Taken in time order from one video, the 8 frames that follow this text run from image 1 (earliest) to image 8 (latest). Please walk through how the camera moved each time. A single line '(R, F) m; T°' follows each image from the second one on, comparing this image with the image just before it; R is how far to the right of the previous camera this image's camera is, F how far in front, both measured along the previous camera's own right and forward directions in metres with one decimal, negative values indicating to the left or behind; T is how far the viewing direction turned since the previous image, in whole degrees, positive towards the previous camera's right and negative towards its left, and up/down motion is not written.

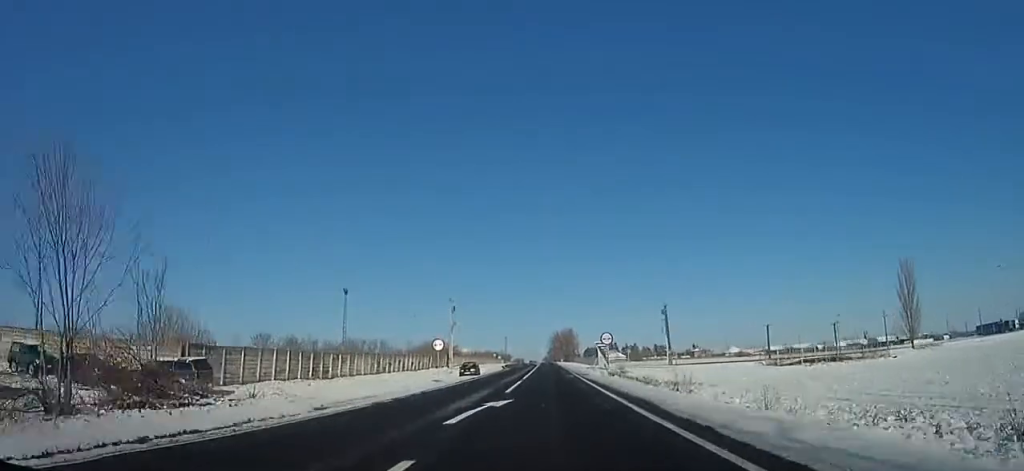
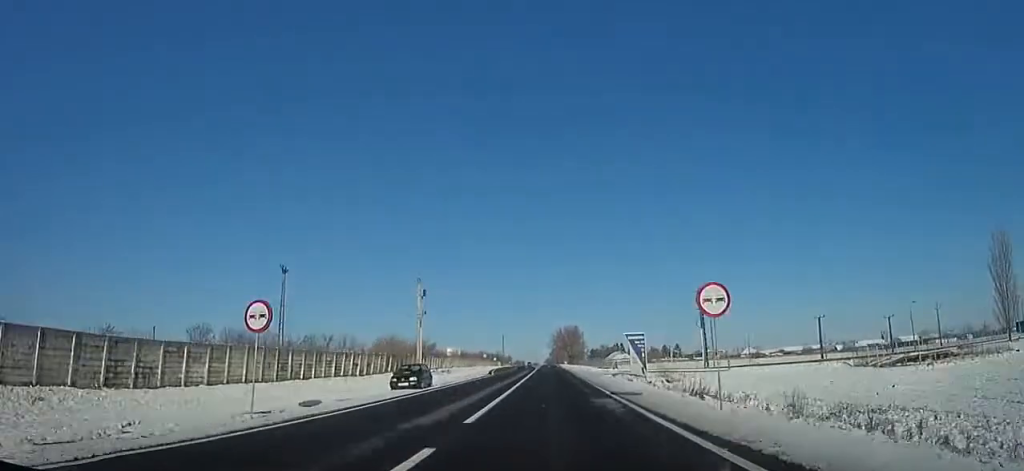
(+0.2, +21.6) m; 0°
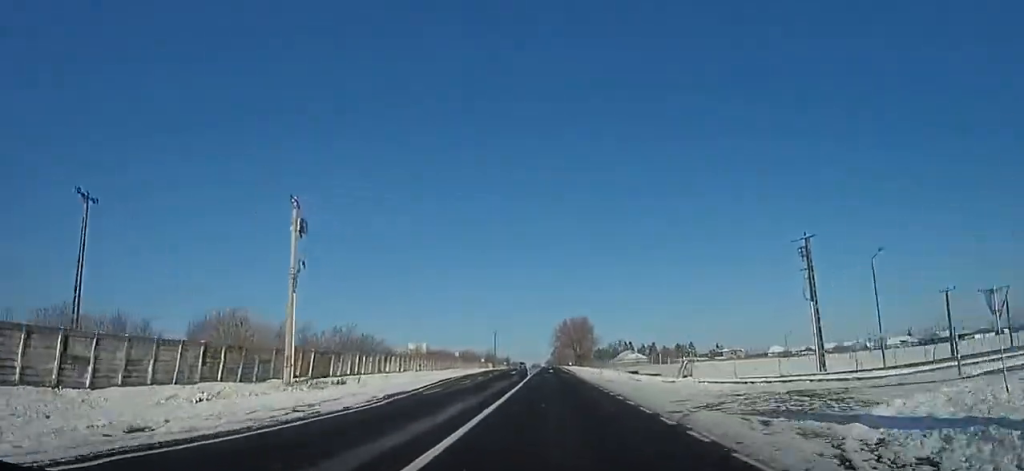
(+0.1, +33.0) m; -1°
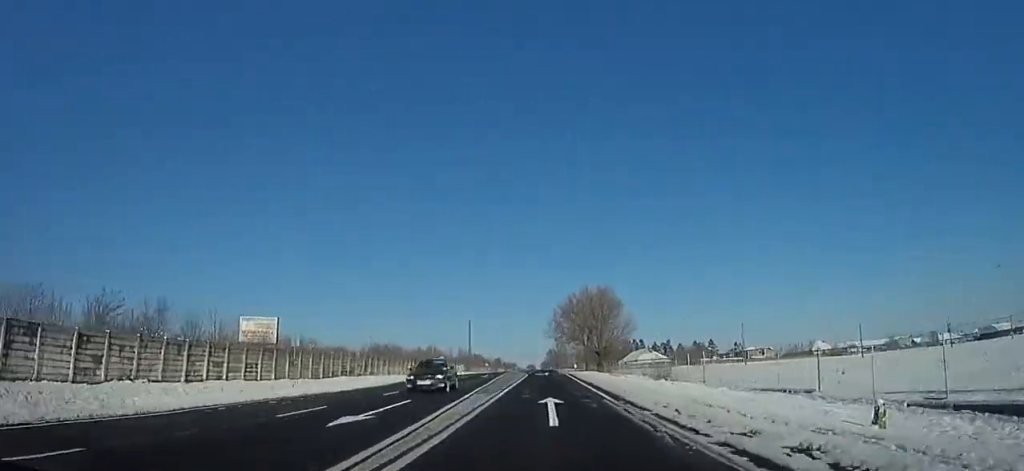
(-0.6, +46.4) m; -1°
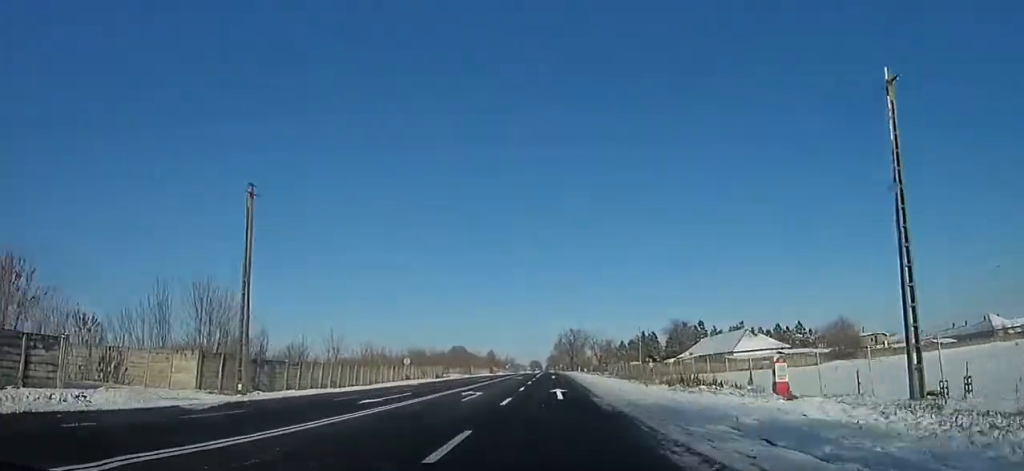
(-0.3, +91.5) m; 0°
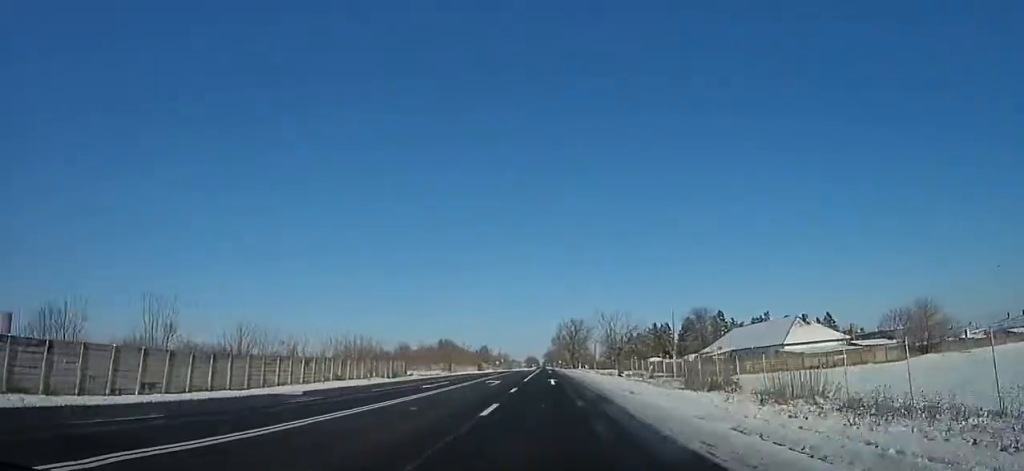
(+0.5, +21.5) m; 0°
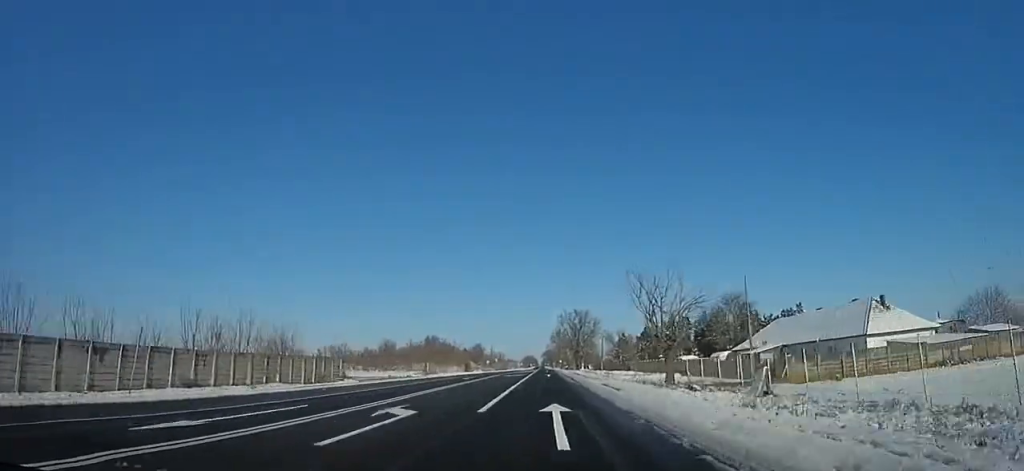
(-0.6, +20.4) m; 0°
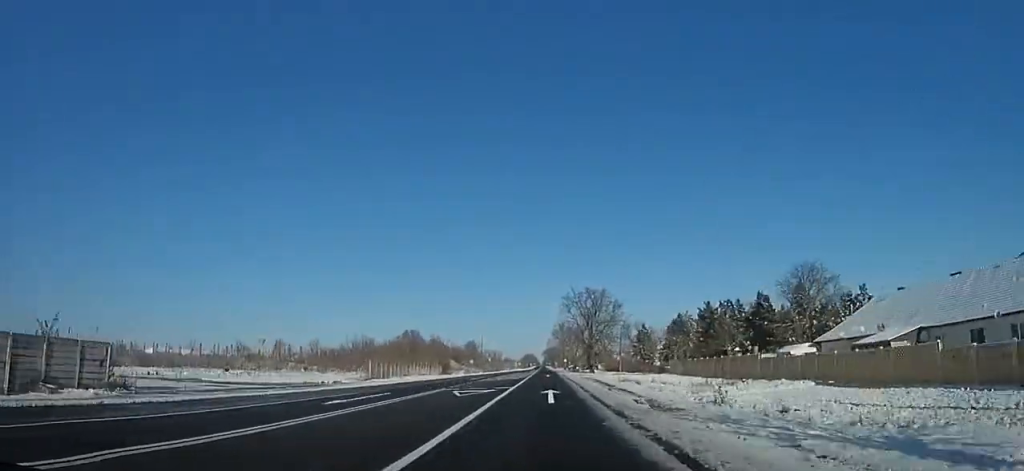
(-0.3, +27.7) m; 0°
